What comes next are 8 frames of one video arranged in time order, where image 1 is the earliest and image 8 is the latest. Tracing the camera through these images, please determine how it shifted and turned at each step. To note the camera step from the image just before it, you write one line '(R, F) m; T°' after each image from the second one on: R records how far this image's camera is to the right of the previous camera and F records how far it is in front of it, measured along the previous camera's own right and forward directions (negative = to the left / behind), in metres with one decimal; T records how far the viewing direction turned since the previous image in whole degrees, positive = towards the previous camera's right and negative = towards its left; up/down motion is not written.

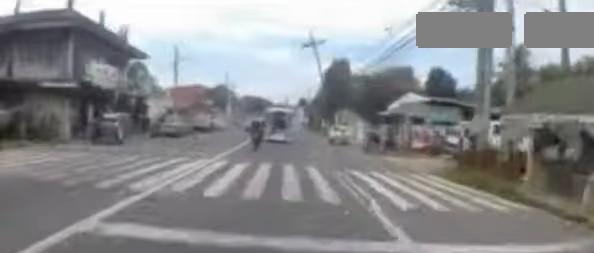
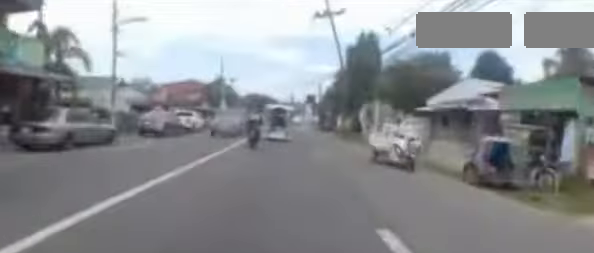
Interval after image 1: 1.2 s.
(-0.3, +10.8) m; -3°
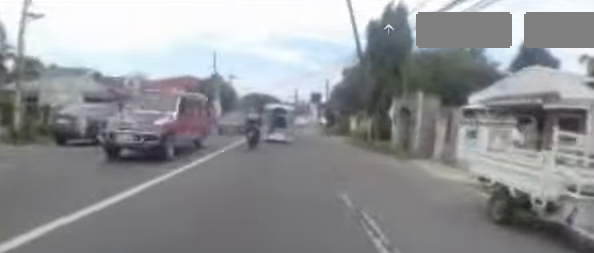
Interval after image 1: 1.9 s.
(0.0, +6.6) m; -1°
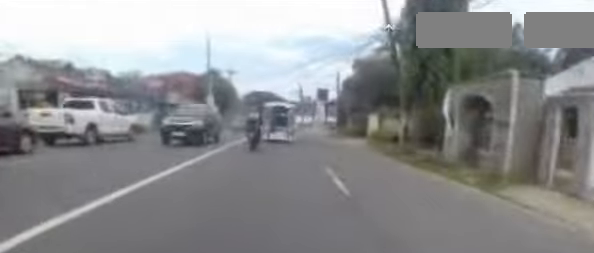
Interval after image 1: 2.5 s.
(0.0, +6.1) m; -1°
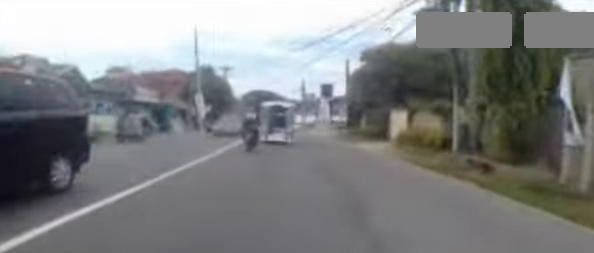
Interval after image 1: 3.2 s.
(-0.1, +5.9) m; -1°
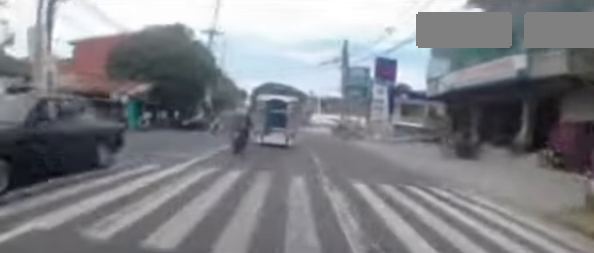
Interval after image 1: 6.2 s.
(0.0, +25.4) m; 0°
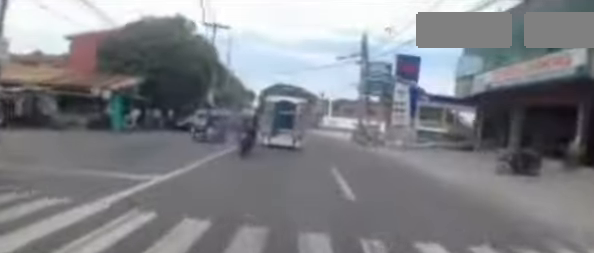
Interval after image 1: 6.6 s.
(0.0, +3.4) m; -1°
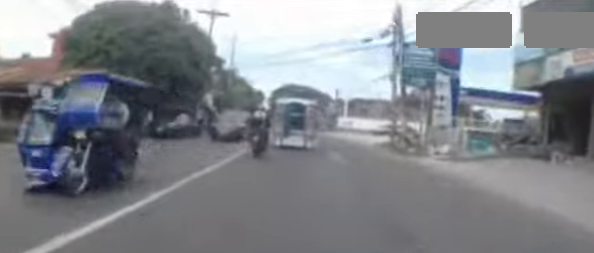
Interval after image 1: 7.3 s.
(0.0, +5.4) m; -1°
